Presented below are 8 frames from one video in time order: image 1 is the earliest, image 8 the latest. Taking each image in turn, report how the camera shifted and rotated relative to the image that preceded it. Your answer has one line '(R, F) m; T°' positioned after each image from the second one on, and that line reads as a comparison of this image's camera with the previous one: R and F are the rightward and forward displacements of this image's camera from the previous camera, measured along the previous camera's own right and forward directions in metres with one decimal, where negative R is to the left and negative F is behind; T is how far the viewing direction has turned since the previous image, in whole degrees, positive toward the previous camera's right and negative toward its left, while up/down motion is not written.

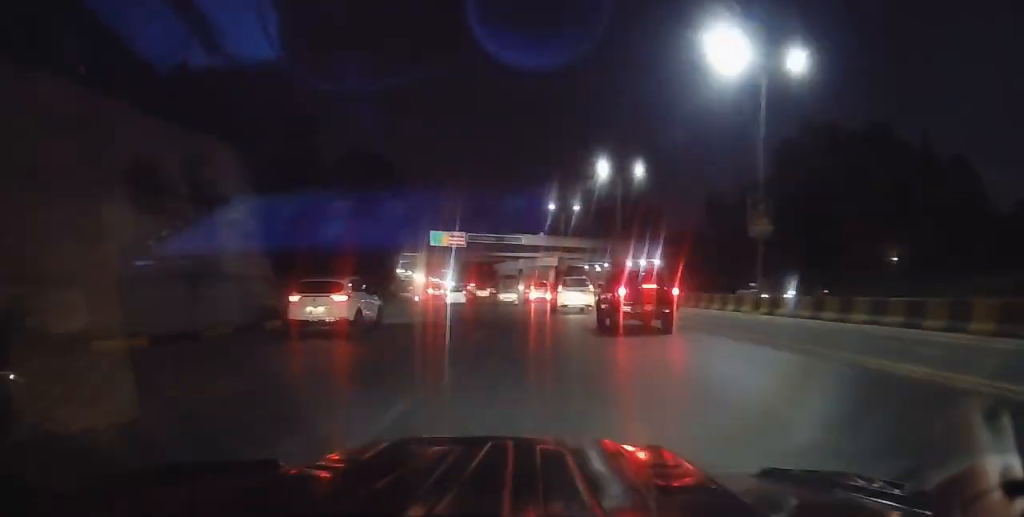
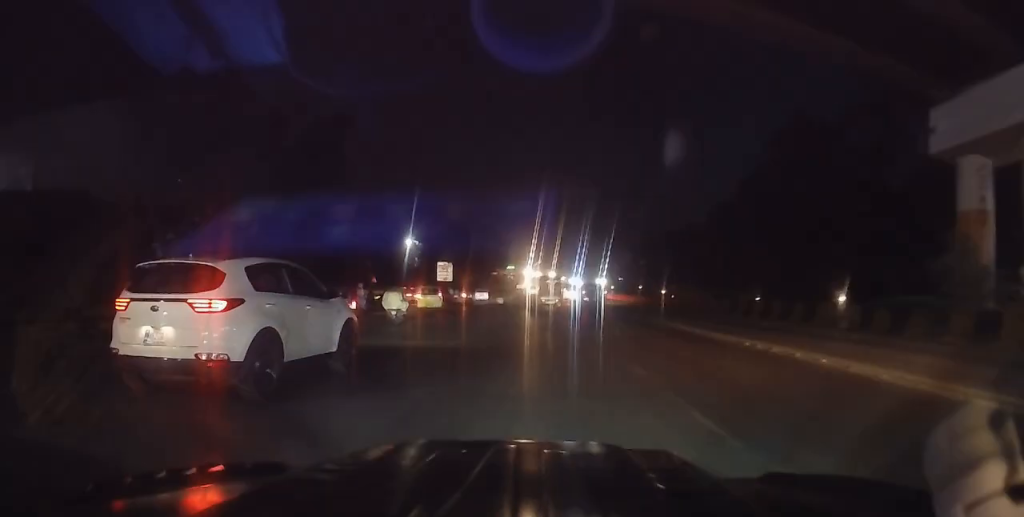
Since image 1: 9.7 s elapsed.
(-12.1, +113.3) m; -9°
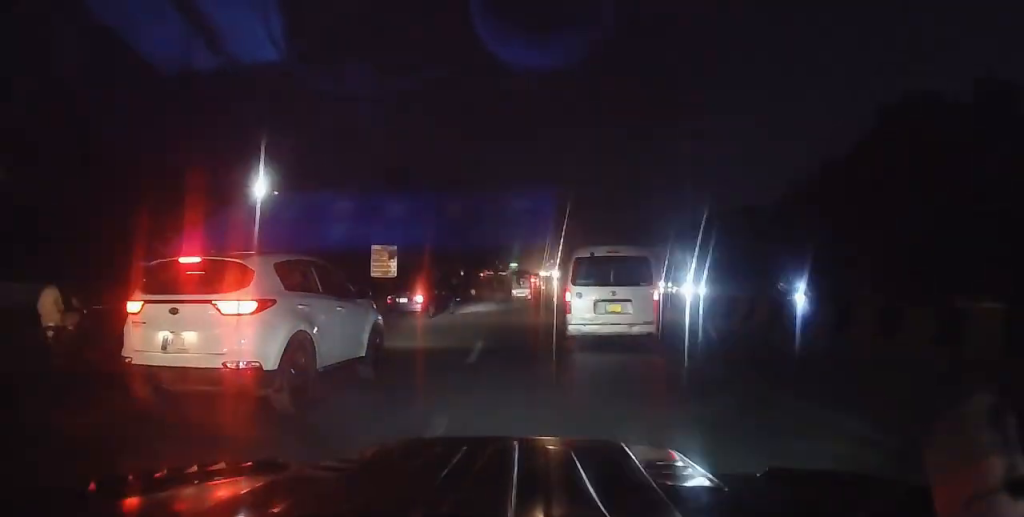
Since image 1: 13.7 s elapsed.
(-0.4, +47.3) m; -2°
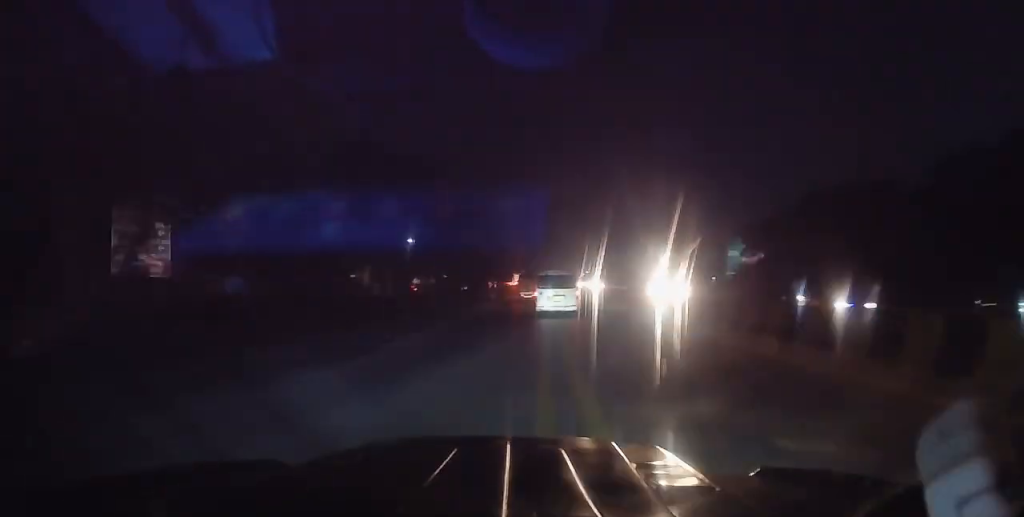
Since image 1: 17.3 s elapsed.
(-1.6, +43.1) m; -1°
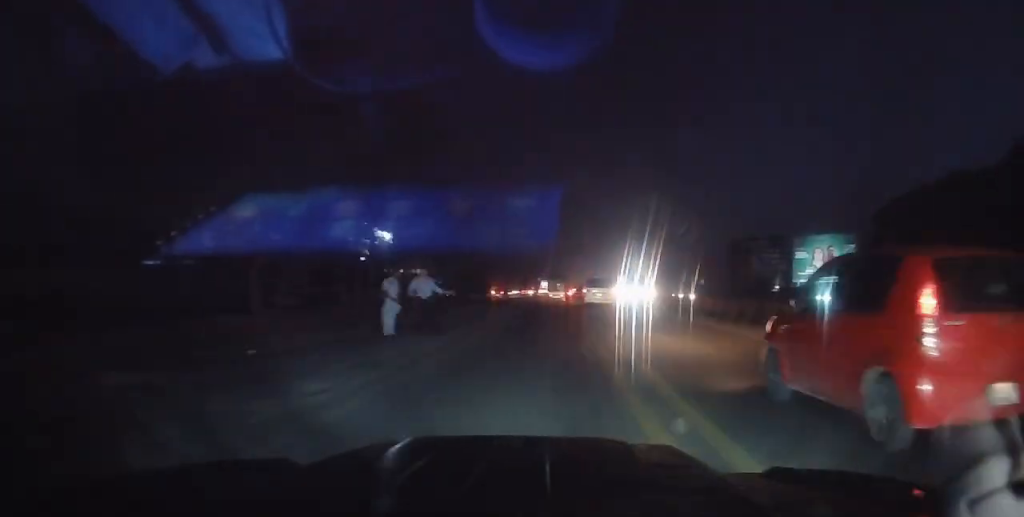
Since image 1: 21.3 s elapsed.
(-1.0, +47.0) m; -1°
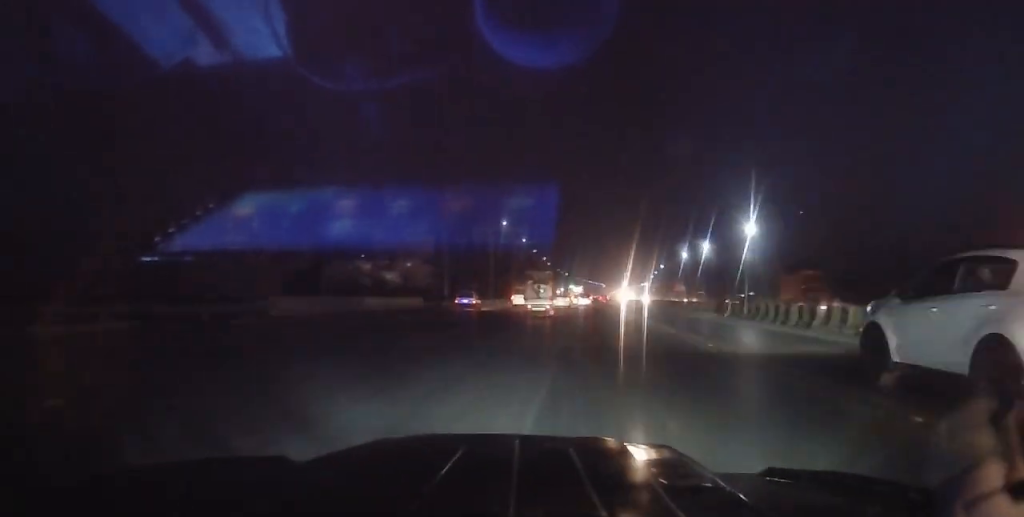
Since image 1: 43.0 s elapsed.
(+0.6, +249.0) m; +1°
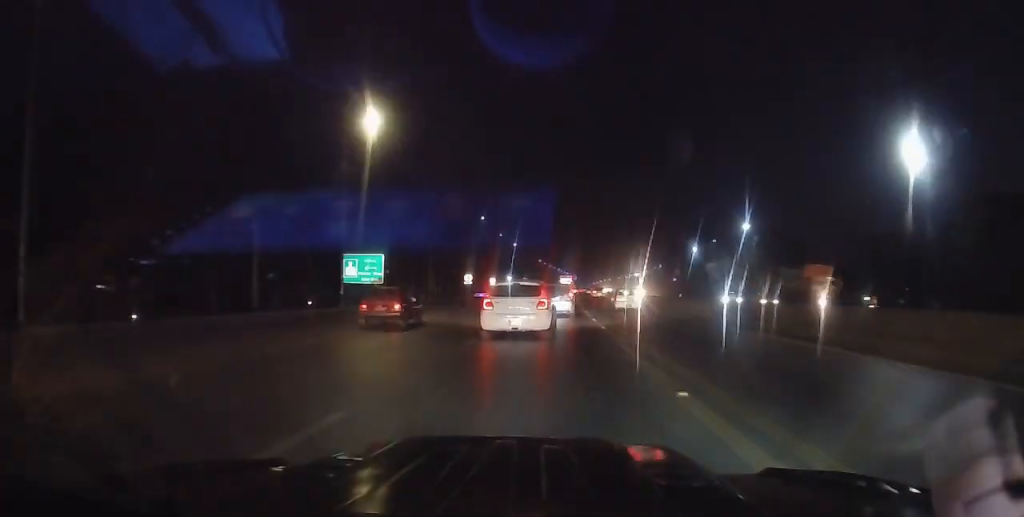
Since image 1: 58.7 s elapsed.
(+2.4, +165.7) m; +2°
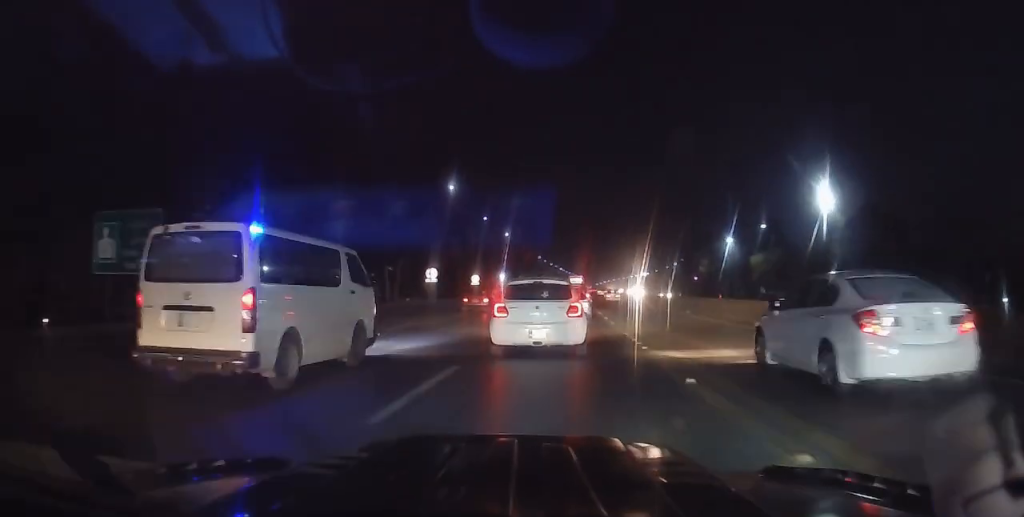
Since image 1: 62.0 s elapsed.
(-0.4, +33.3) m; +1°
